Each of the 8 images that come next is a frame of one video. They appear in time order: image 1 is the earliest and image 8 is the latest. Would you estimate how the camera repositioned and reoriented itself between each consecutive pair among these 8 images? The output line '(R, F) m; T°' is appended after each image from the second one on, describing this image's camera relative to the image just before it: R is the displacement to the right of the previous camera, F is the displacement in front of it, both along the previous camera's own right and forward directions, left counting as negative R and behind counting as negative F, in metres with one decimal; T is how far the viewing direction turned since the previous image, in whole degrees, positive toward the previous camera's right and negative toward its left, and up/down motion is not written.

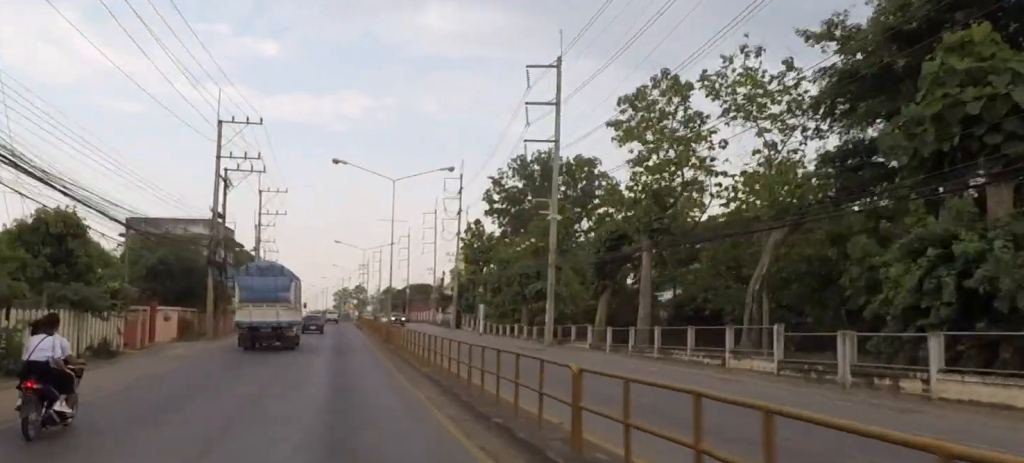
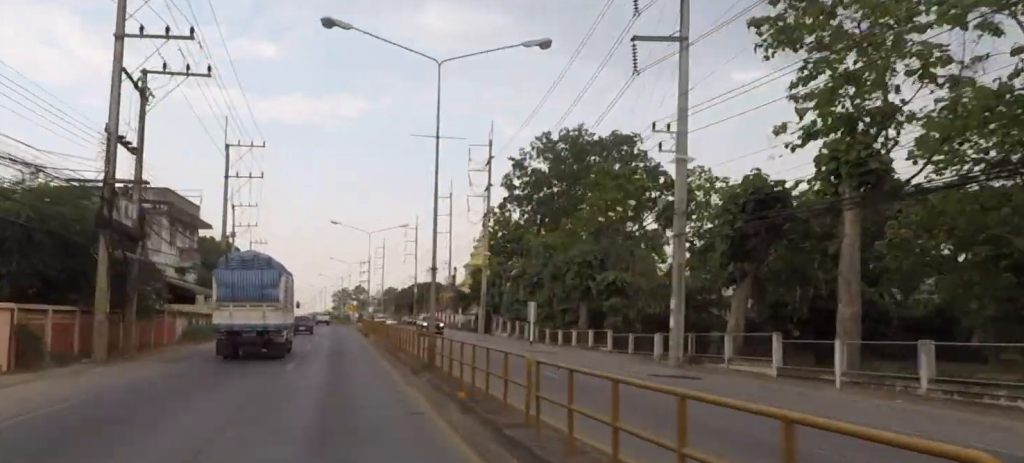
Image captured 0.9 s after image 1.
(-0.1, +17.5) m; +1°
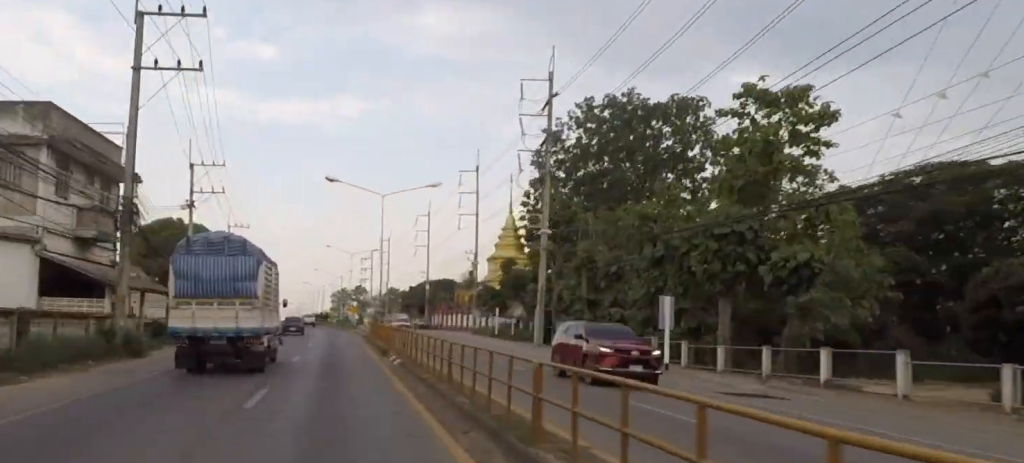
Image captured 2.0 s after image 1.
(-0.2, +20.6) m; +1°
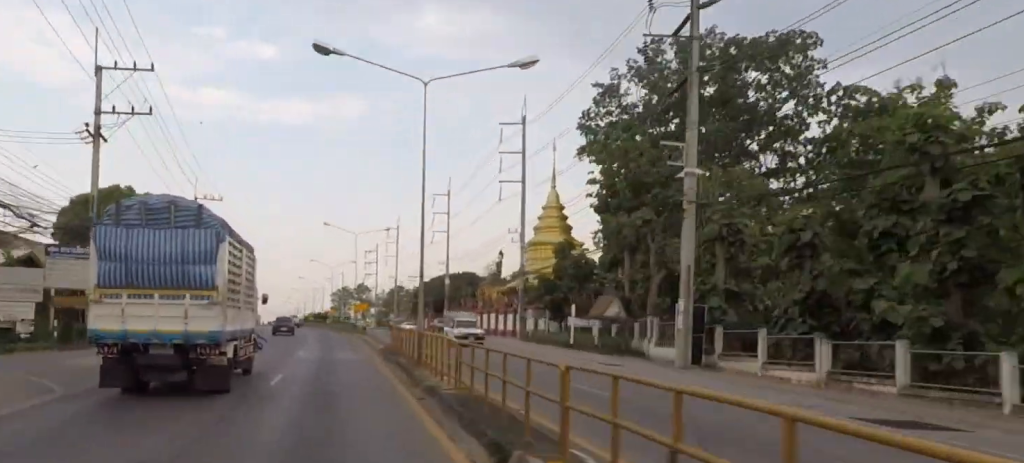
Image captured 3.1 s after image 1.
(+1.1, +20.5) m; -1°
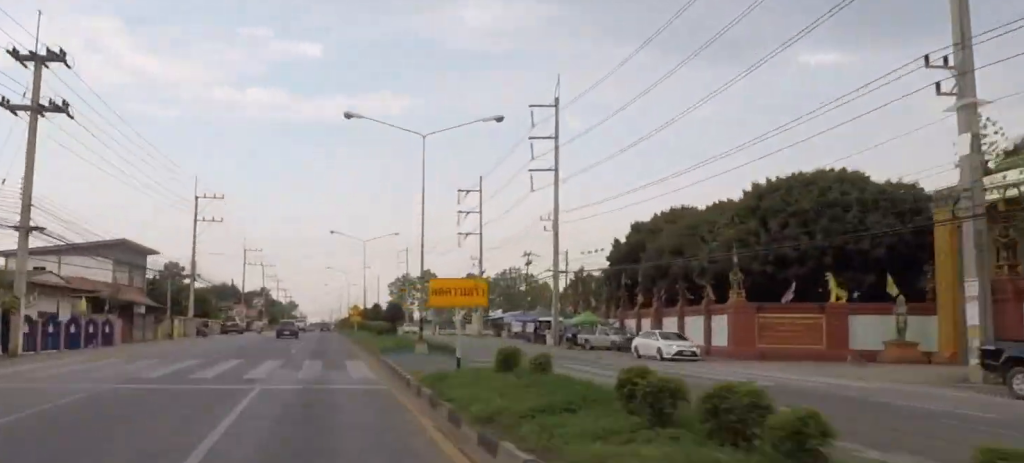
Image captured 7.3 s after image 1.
(-5.3, +77.1) m; -8°
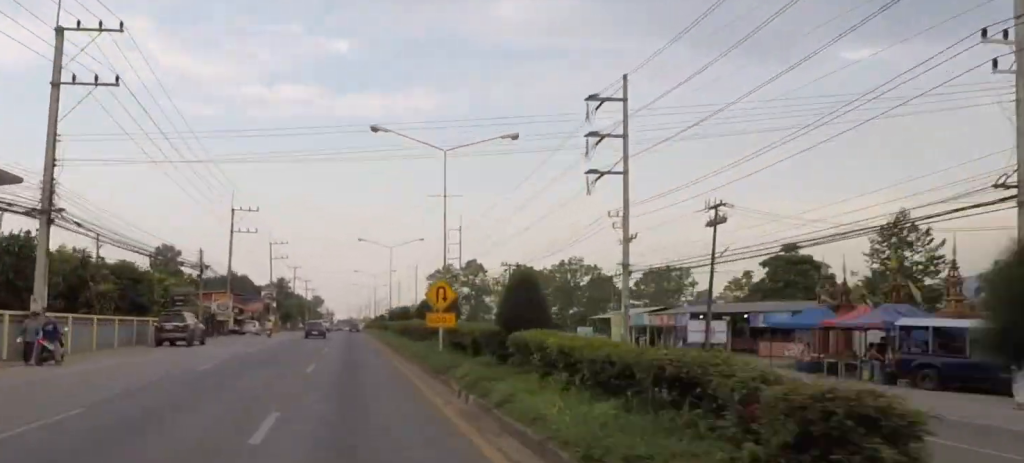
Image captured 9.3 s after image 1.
(-1.2, +37.3) m; 0°
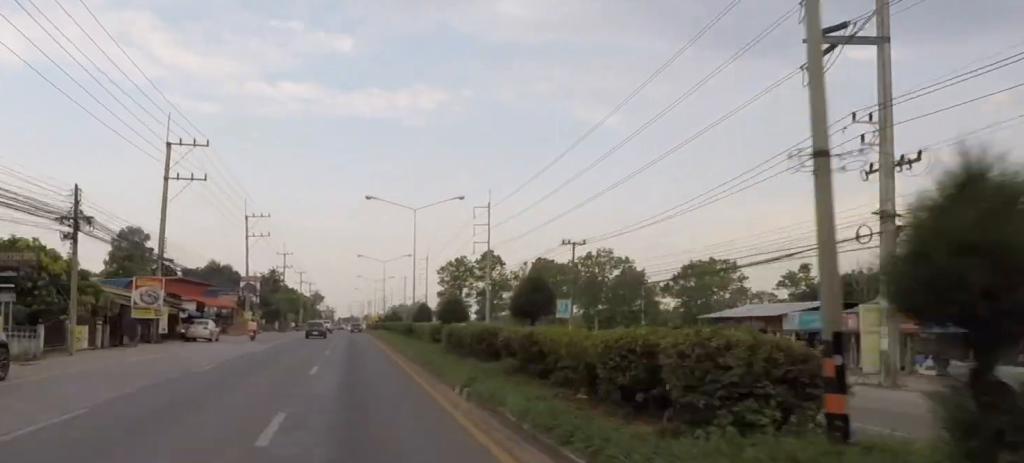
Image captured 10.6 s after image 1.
(+0.3, +25.0) m; +1°
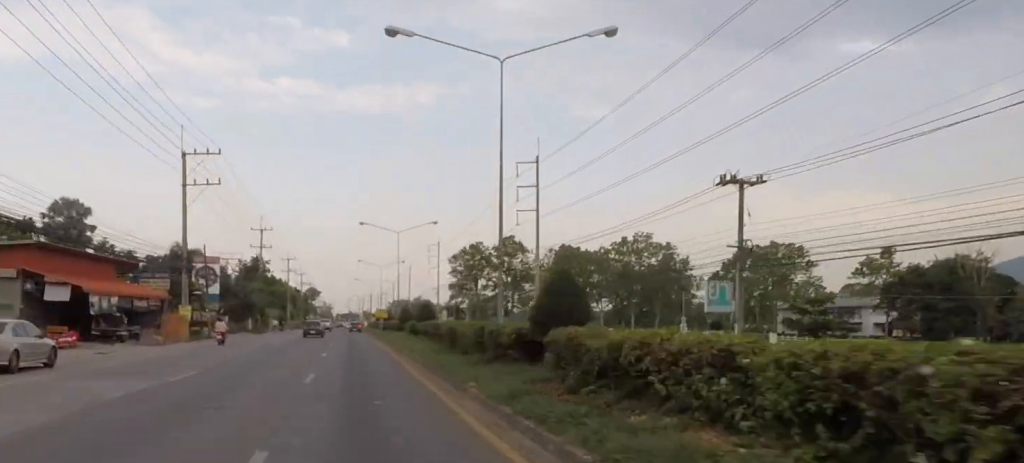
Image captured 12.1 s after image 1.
(+0.8, +28.2) m; +1°
